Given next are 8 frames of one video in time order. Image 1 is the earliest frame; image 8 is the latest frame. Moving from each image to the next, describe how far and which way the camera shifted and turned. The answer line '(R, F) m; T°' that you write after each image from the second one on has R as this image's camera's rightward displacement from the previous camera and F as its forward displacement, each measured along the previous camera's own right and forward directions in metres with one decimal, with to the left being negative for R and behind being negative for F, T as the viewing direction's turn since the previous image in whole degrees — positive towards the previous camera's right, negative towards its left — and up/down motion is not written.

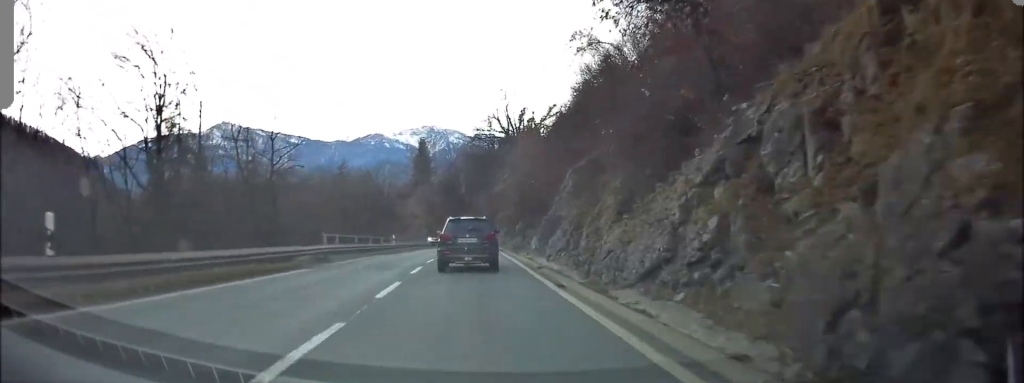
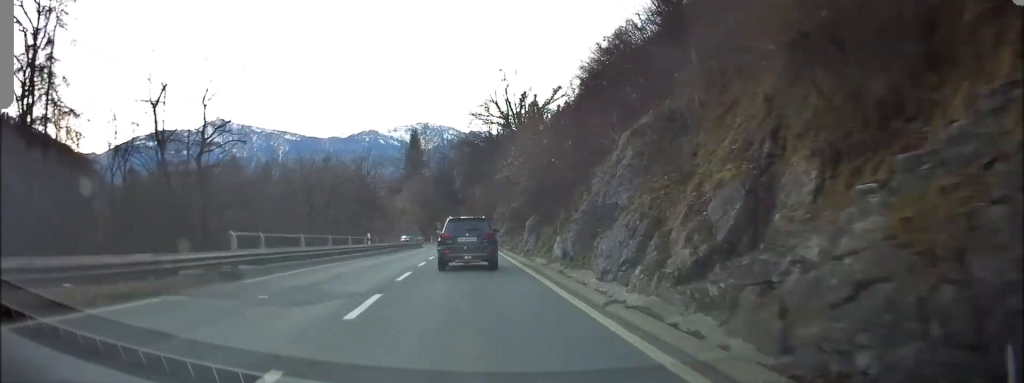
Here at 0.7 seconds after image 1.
(+0.1, +9.0) m; +1°
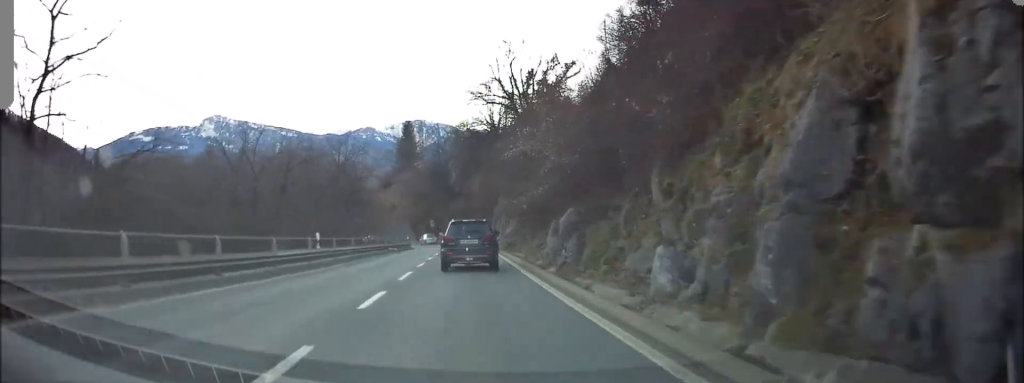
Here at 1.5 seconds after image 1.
(+0.1, +10.7) m; 0°
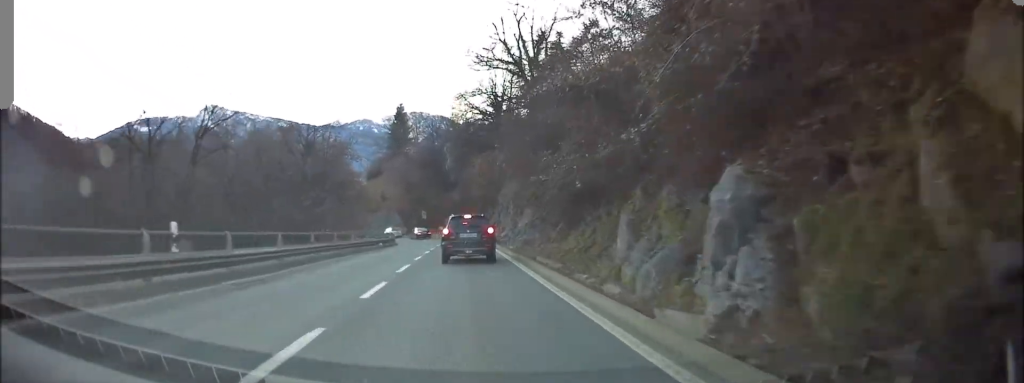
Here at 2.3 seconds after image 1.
(0.0, +11.4) m; -1°
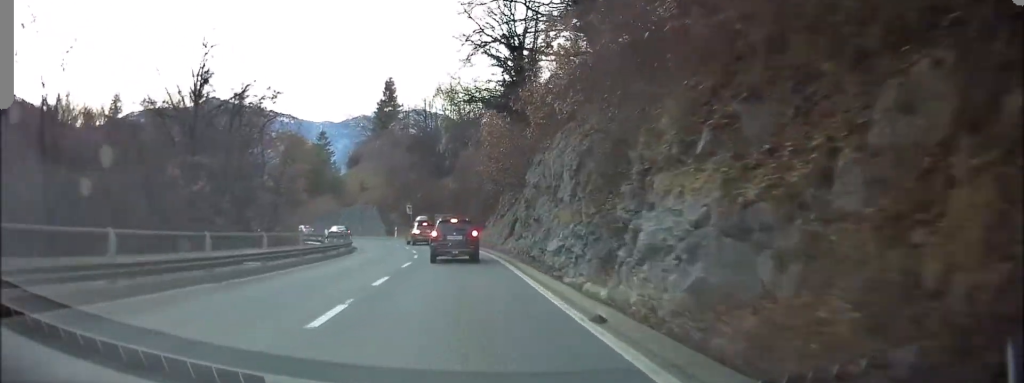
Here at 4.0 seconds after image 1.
(-0.3, +21.1) m; +2°
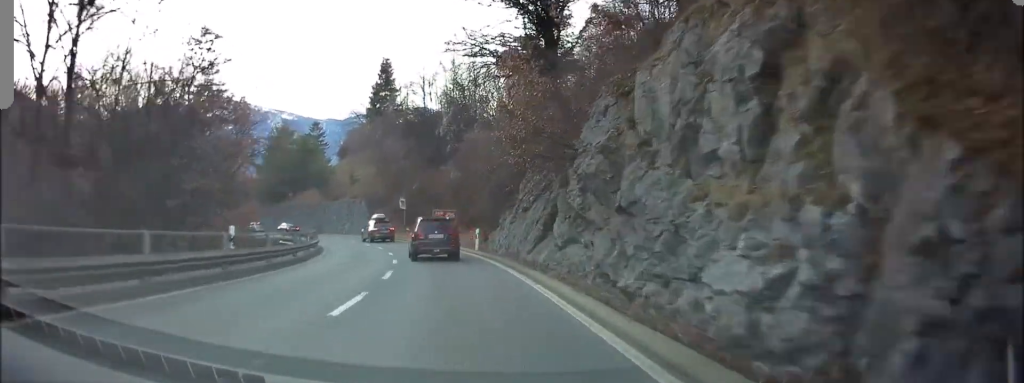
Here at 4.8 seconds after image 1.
(+0.3, +10.3) m; +2°
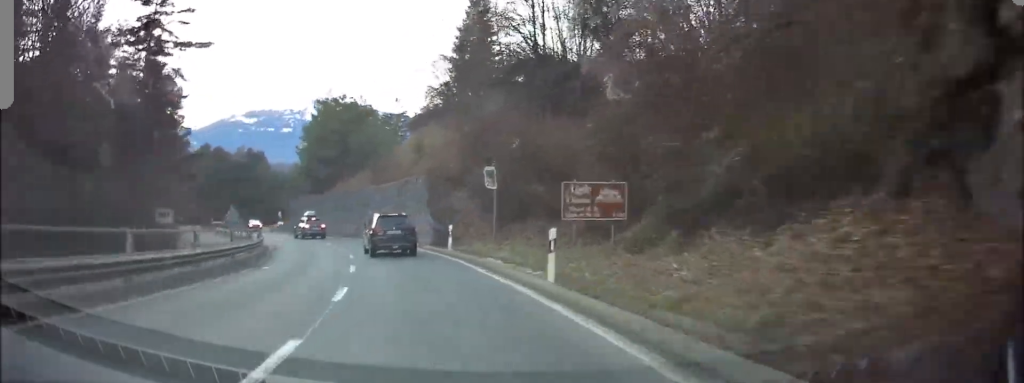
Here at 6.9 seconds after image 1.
(-0.4, +28.3) m; -6°
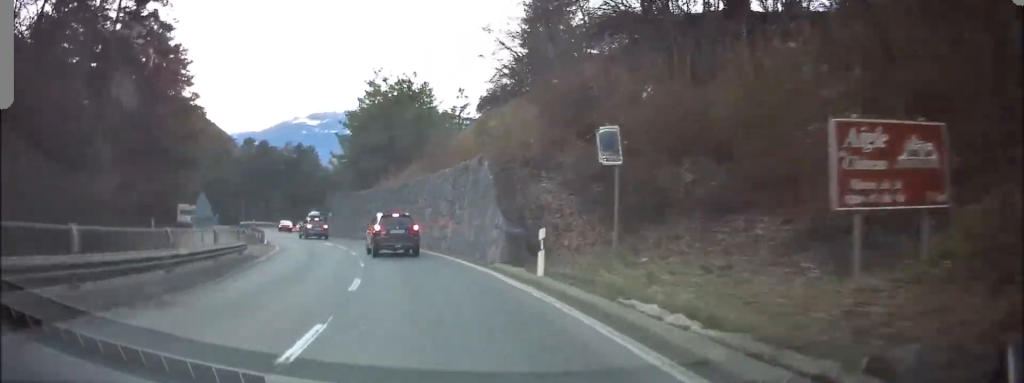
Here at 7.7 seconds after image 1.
(-0.4, +10.5) m; -5°
